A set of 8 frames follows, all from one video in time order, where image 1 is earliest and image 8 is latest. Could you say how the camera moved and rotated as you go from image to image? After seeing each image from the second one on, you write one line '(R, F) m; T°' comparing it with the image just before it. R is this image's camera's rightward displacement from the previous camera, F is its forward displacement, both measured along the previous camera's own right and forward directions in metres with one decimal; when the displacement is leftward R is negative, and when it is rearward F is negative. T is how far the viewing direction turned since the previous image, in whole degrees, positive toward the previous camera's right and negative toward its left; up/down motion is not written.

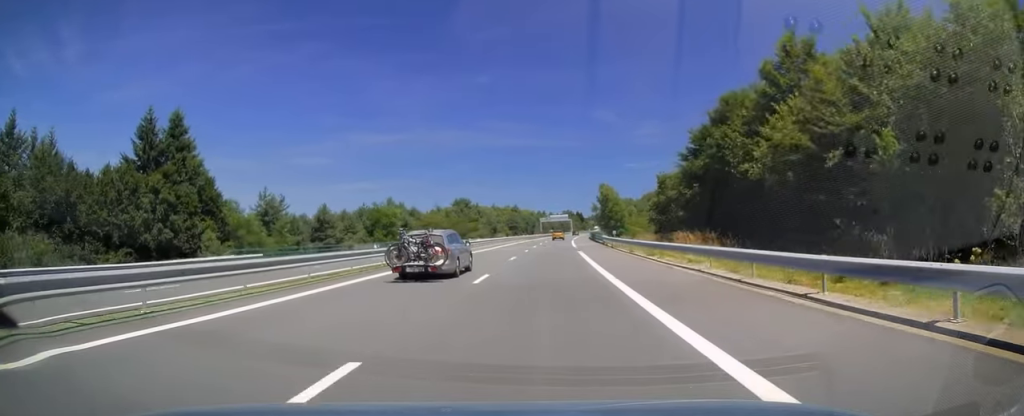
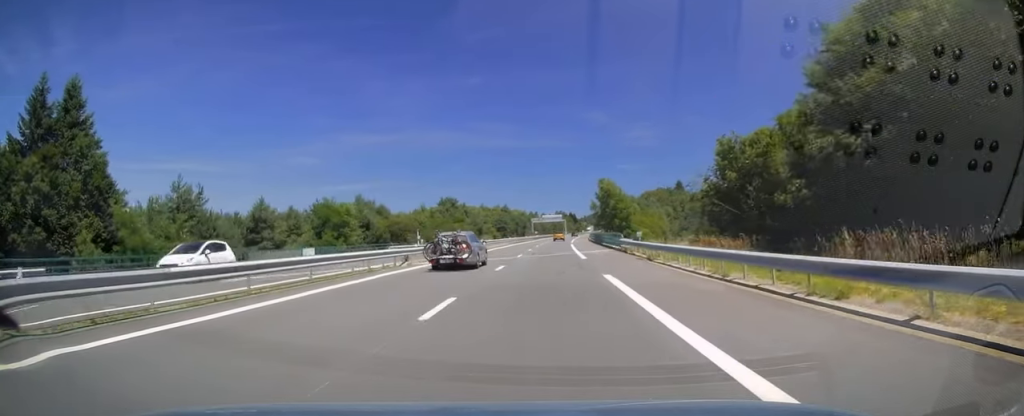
(+0.2, +19.5) m; 0°
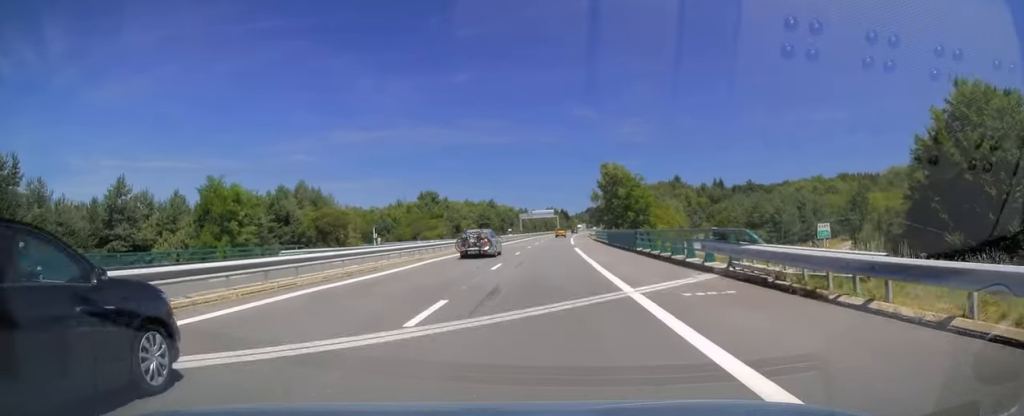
(0.0, +27.0) m; +1°
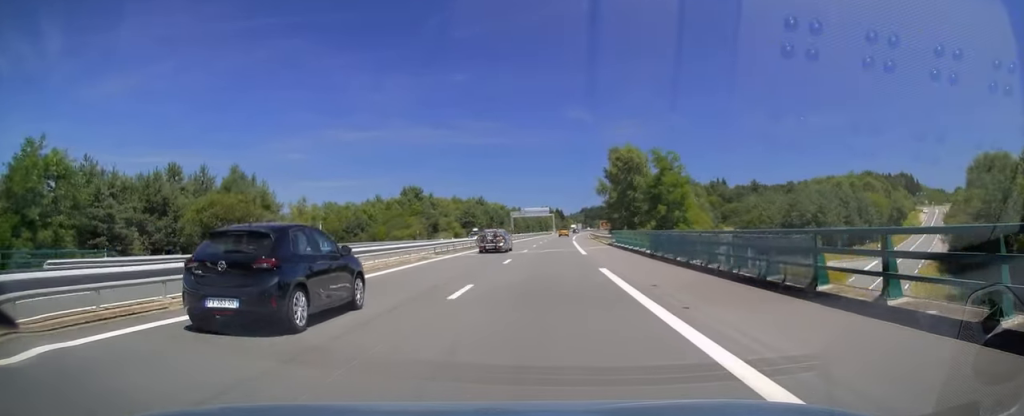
(+0.2, +22.6) m; +1°
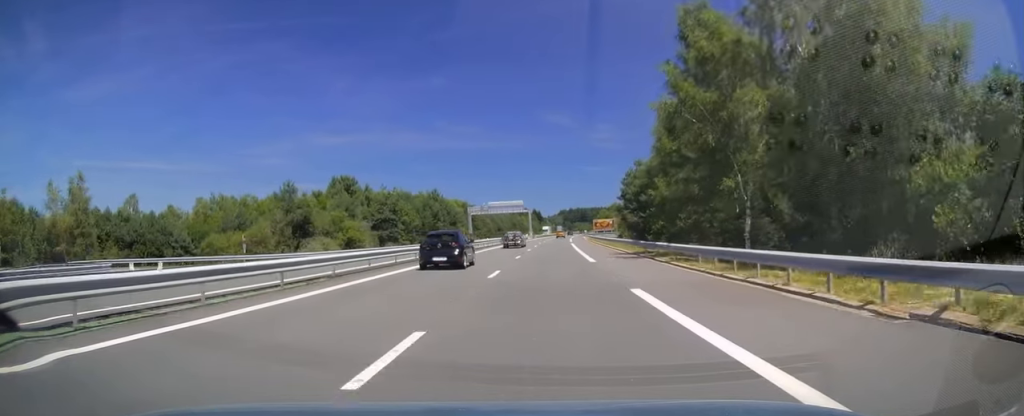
(+0.8, +59.1) m; +2°
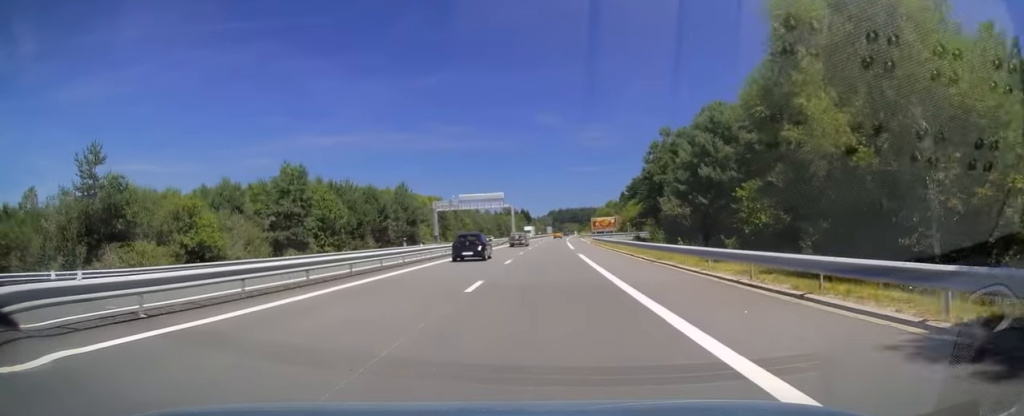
(+0.3, +30.1) m; +1°
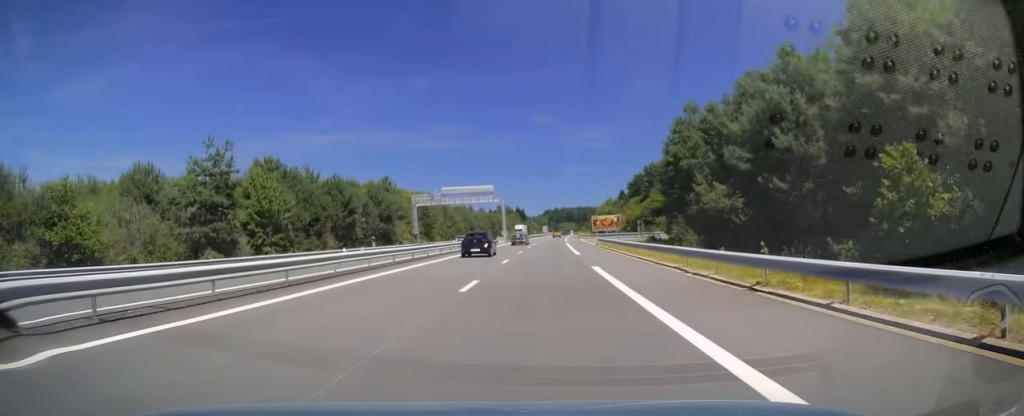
(0.0, +13.3) m; +1°
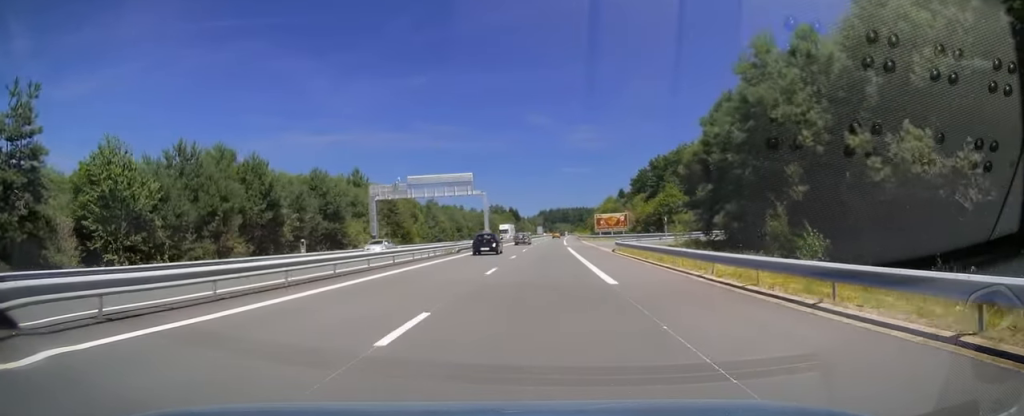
(+0.1, +19.7) m; +1°
